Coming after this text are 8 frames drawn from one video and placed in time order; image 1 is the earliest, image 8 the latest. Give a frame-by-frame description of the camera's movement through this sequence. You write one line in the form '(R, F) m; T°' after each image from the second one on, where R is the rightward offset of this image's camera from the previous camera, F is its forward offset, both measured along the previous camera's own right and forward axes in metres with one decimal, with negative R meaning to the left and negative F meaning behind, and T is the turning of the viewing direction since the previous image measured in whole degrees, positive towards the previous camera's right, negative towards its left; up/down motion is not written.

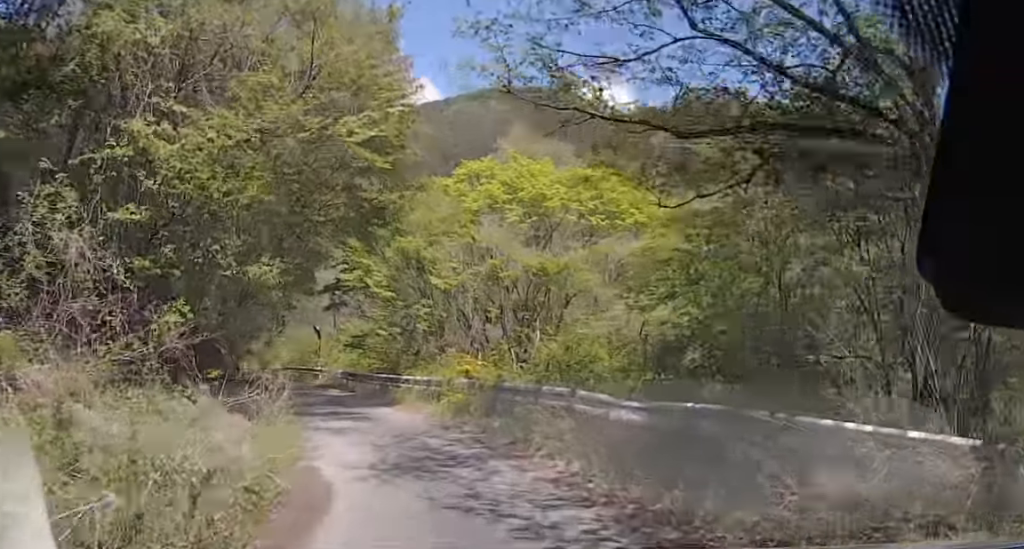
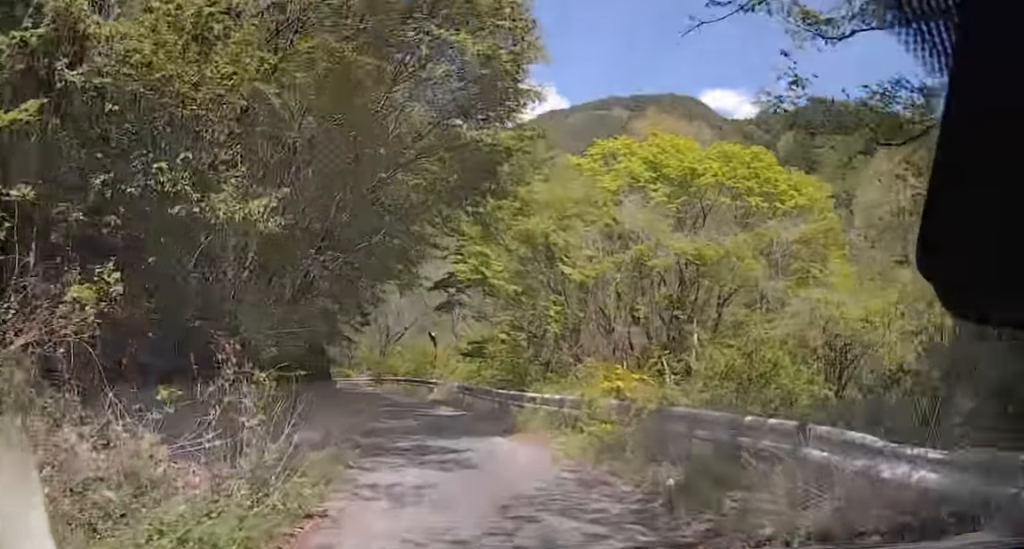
(-0.8, +9.4) m; -10°
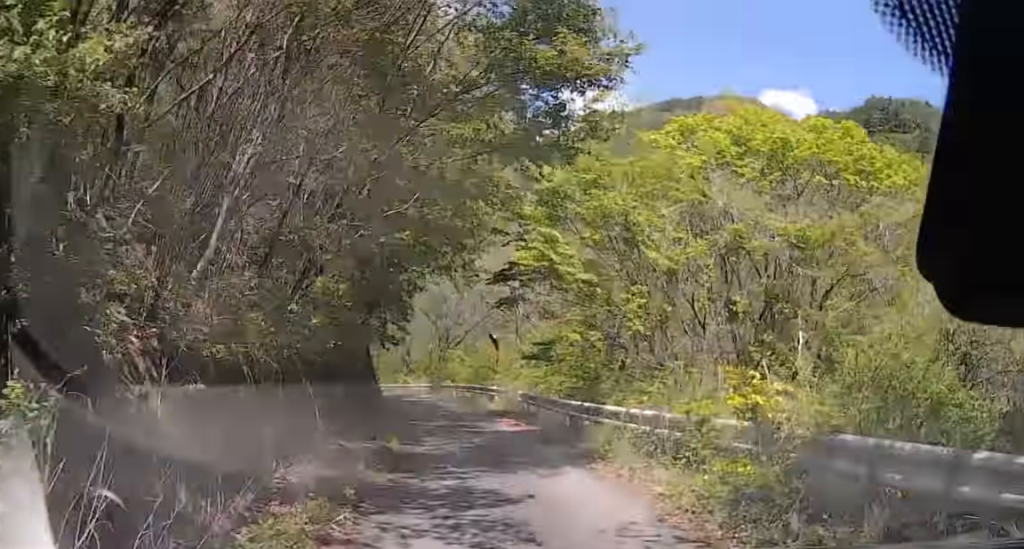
(-0.3, +5.9) m; -9°
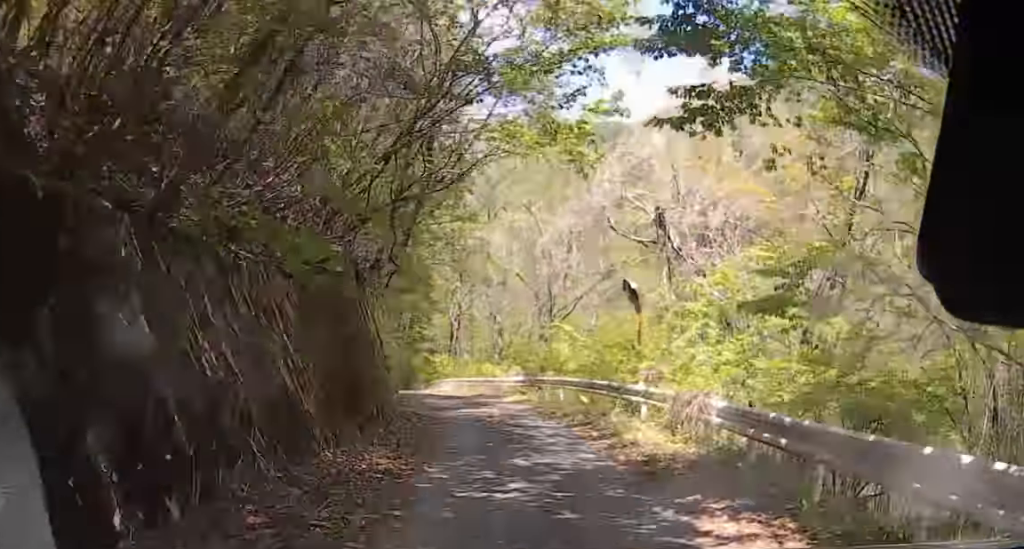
(-8.0, +18.3) m; -40°
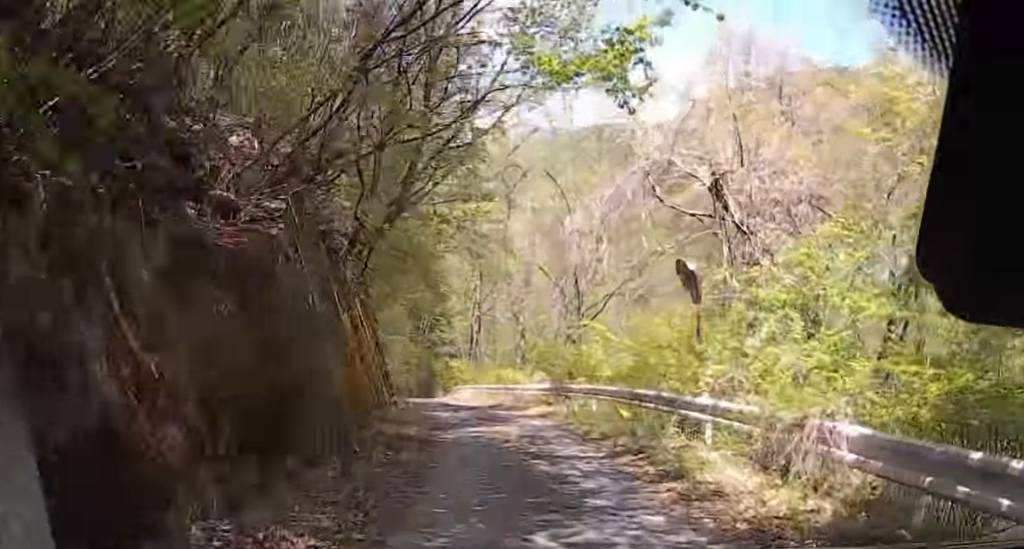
(-0.1, +4.0) m; -1°
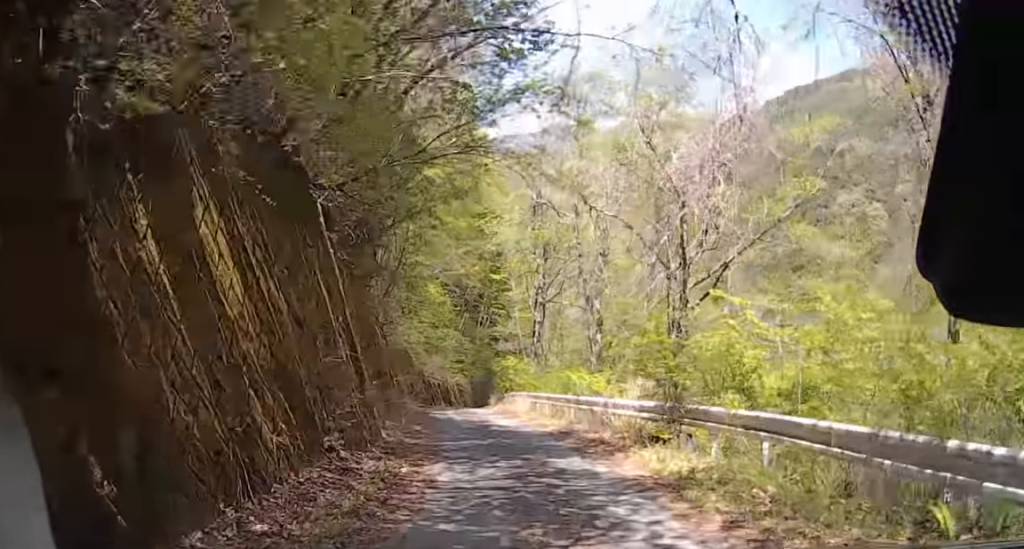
(0.0, +9.4) m; 0°
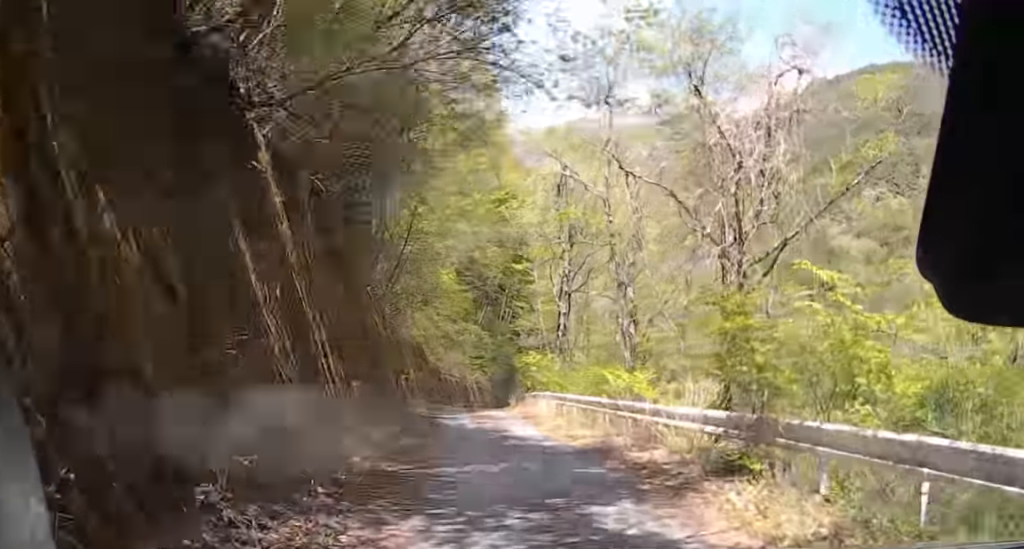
(0.0, +2.7) m; 0°
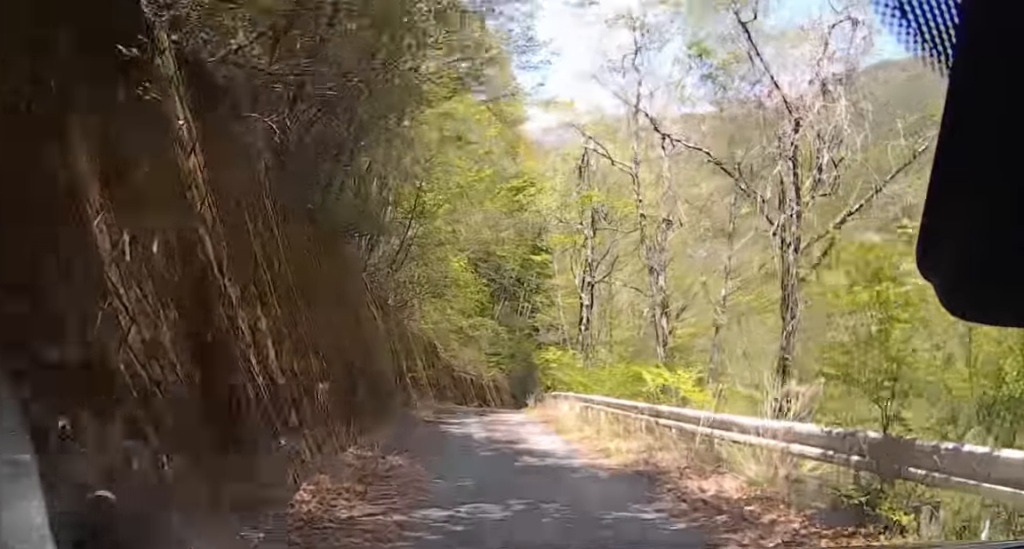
(0.0, +2.1) m; 0°
